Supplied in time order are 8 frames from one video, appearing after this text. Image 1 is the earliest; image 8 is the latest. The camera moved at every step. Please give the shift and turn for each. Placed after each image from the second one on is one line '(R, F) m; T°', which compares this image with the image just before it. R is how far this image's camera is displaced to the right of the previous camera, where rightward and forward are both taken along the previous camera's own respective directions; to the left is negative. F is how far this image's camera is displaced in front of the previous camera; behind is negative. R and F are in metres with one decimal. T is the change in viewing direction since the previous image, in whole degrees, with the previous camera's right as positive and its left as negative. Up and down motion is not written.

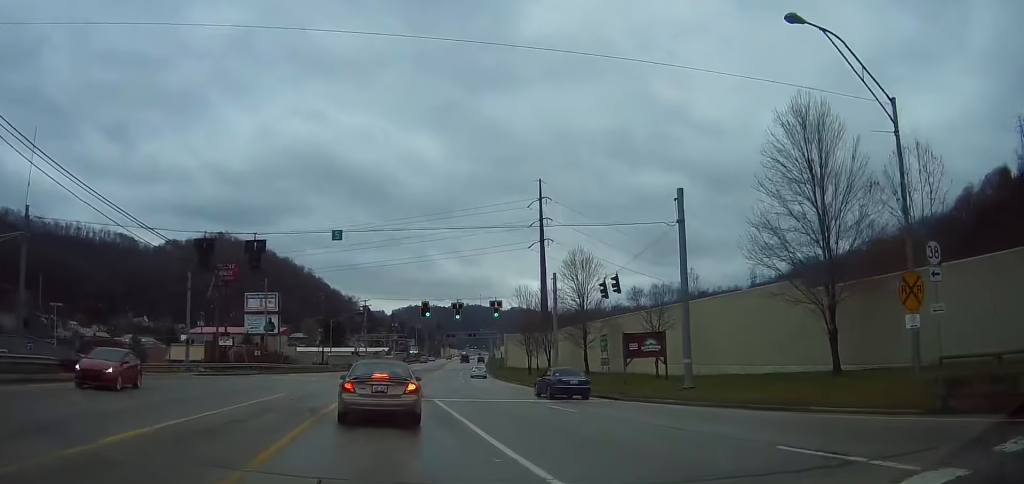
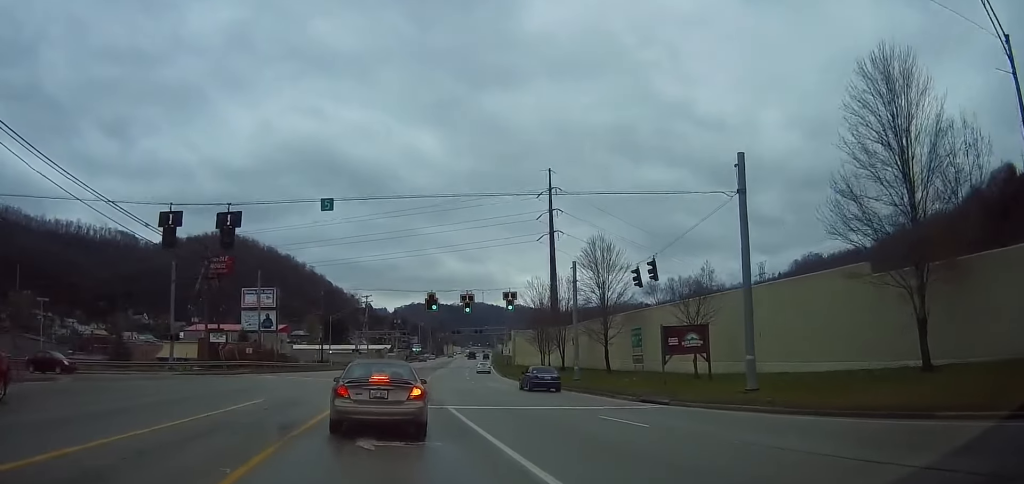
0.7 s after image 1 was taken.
(0.0, +5.8) m; 0°
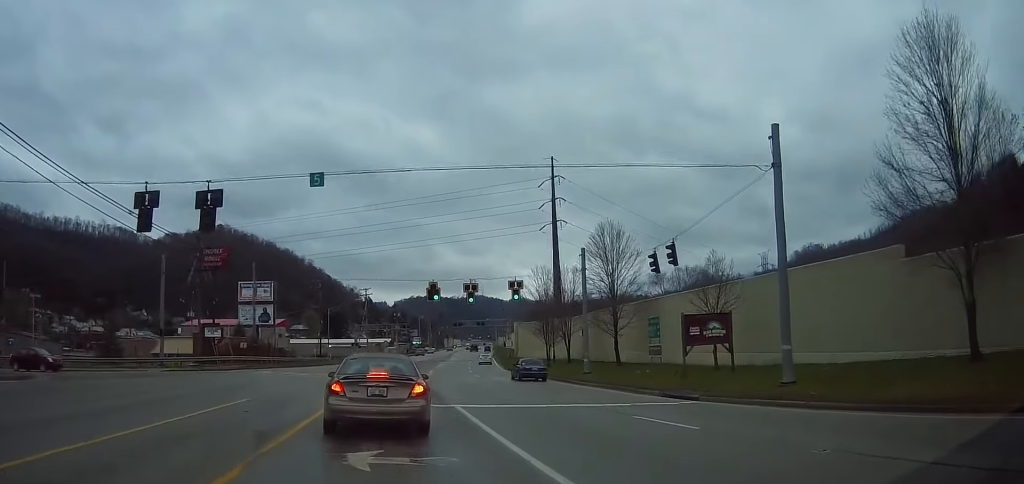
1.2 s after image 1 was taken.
(0.0, +2.5) m; 0°
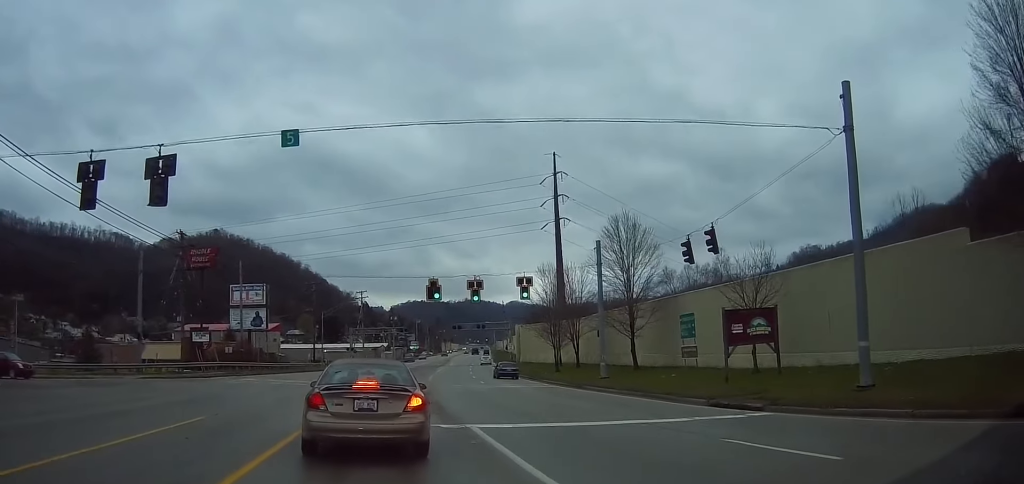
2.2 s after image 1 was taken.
(0.0, +5.2) m; 0°
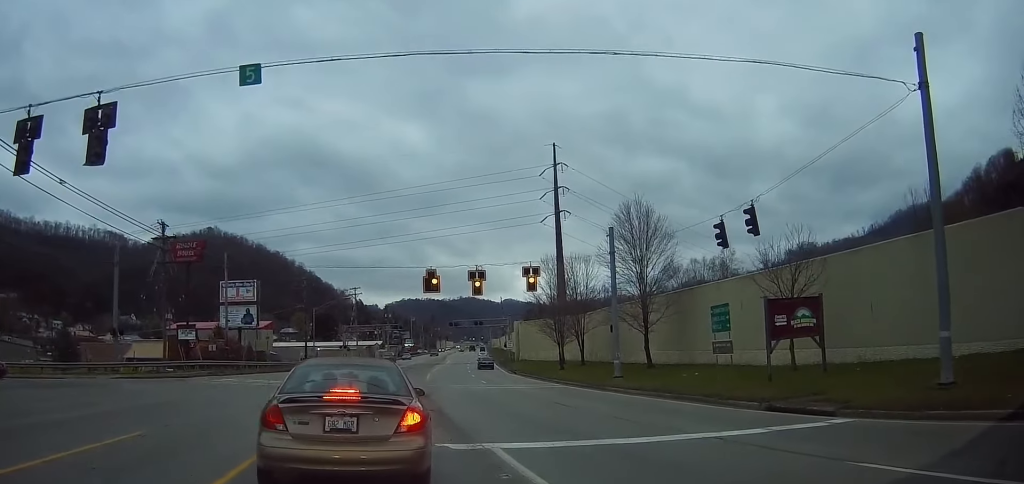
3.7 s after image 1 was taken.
(0.0, +4.5) m; 0°
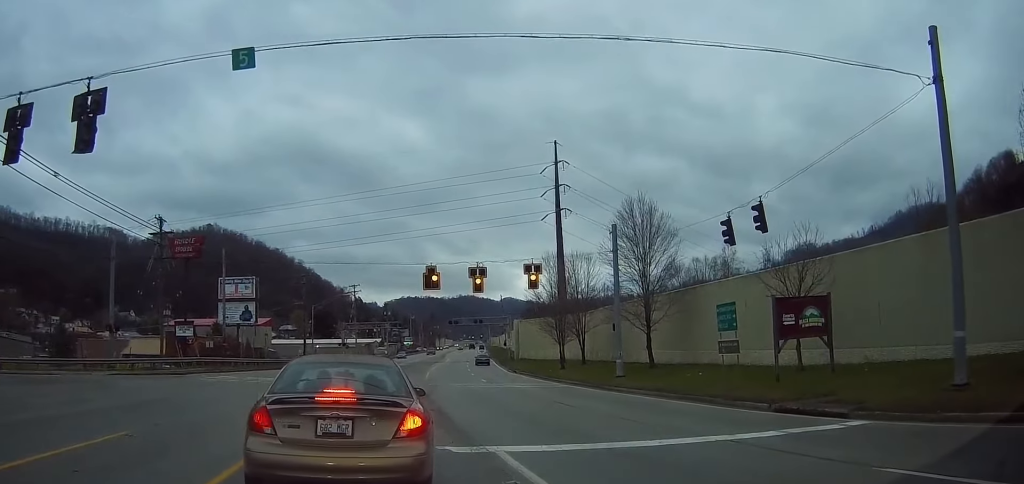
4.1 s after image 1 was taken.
(0.0, +0.6) m; 0°
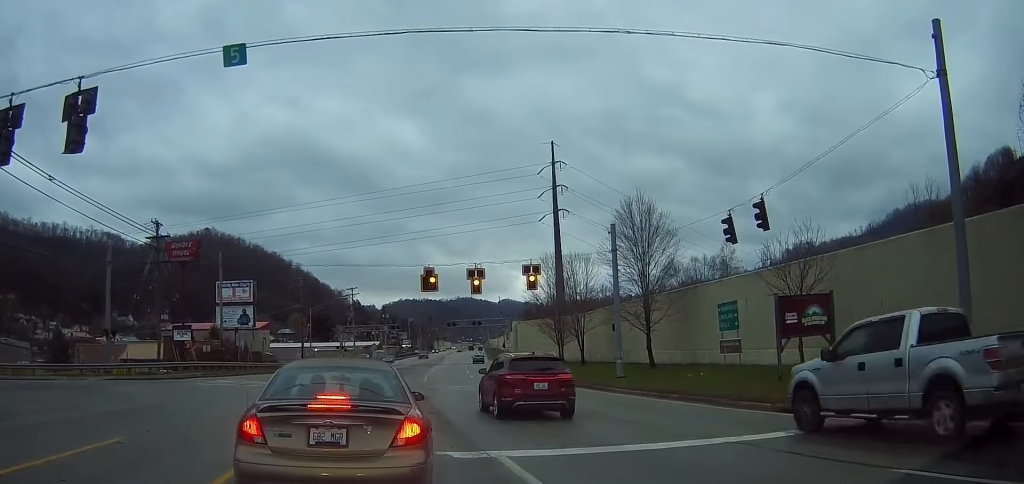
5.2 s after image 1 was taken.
(0.0, +0.8) m; 0°
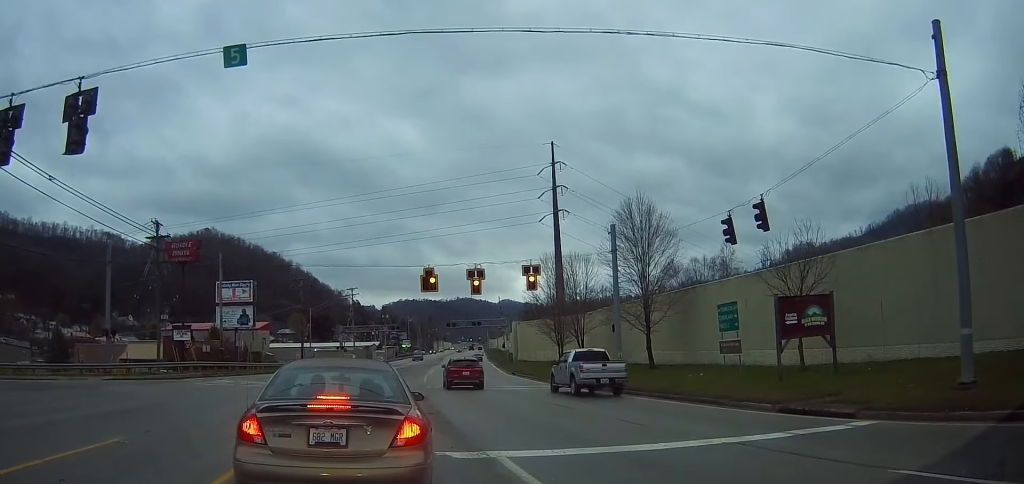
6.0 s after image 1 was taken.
(0.0, +0.1) m; 0°
